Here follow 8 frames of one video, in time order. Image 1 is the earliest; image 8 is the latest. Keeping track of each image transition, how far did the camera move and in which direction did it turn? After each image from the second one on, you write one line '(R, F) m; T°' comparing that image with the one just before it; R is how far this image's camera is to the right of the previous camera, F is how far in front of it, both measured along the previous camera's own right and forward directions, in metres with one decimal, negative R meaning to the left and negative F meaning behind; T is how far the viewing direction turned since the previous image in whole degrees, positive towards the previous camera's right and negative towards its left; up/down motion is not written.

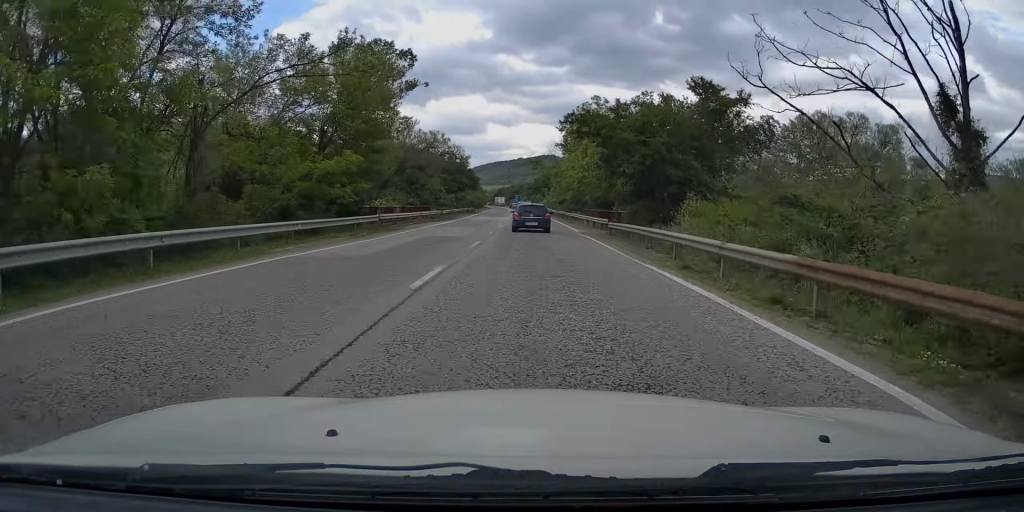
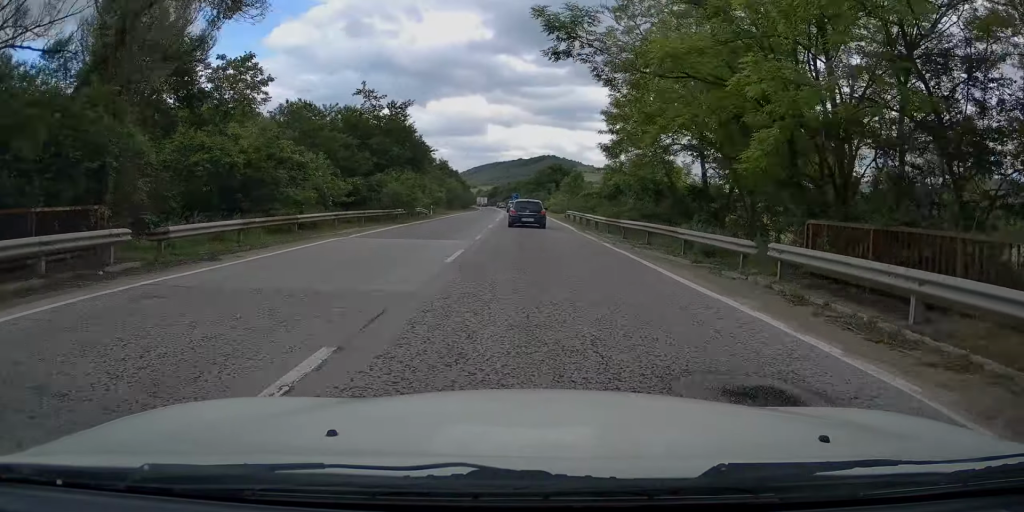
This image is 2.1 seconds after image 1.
(-0.7, +42.7) m; -1°
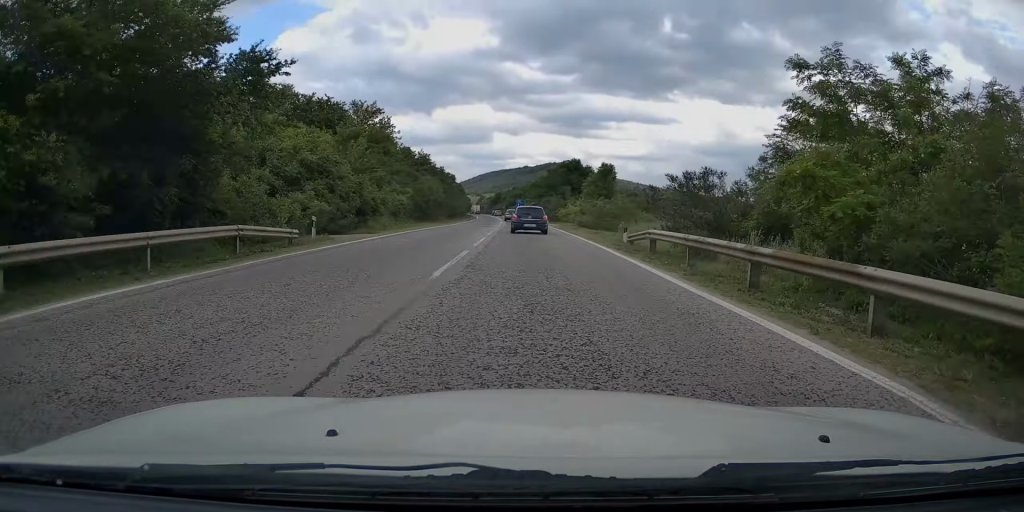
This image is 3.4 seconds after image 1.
(+0.1, +27.9) m; -1°
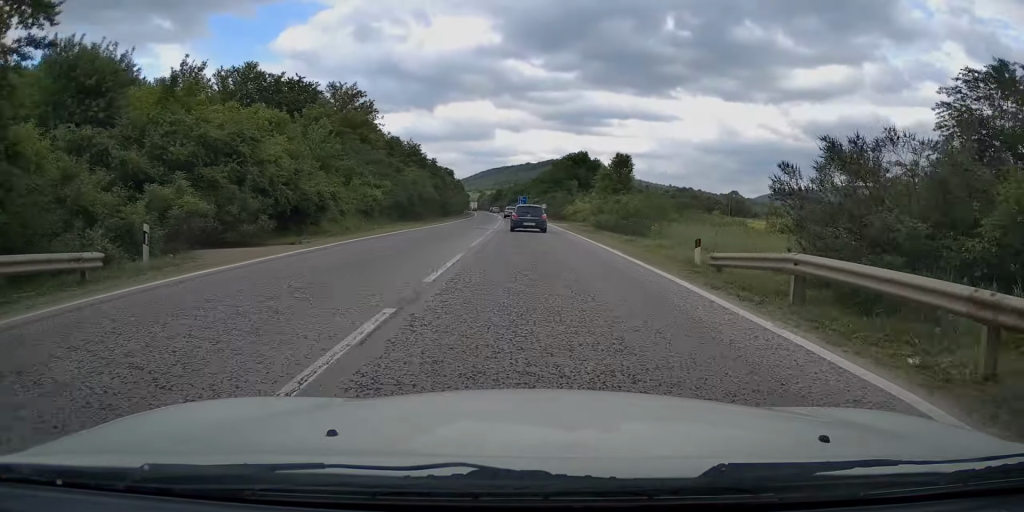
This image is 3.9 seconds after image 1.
(-0.1, +9.5) m; -1°
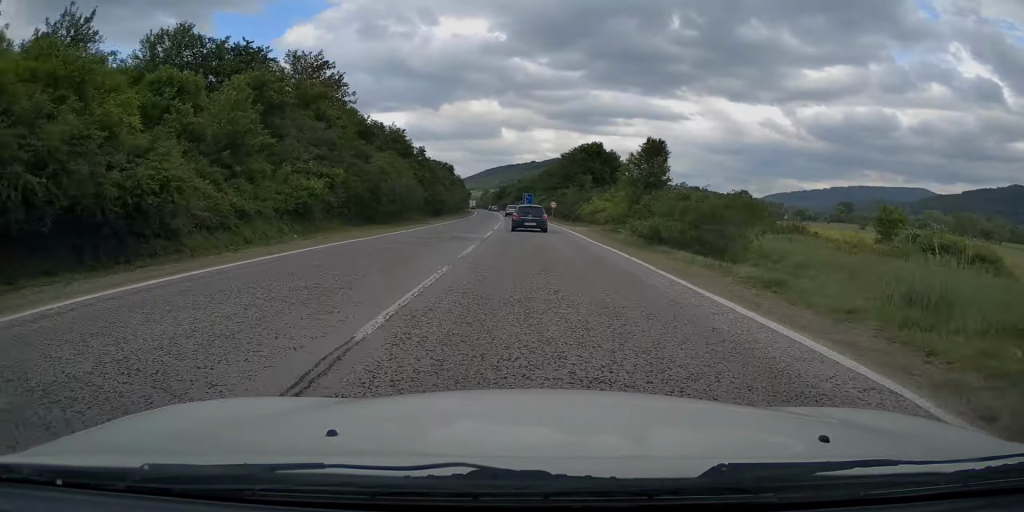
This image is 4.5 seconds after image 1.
(0.0, +12.8) m; 0°
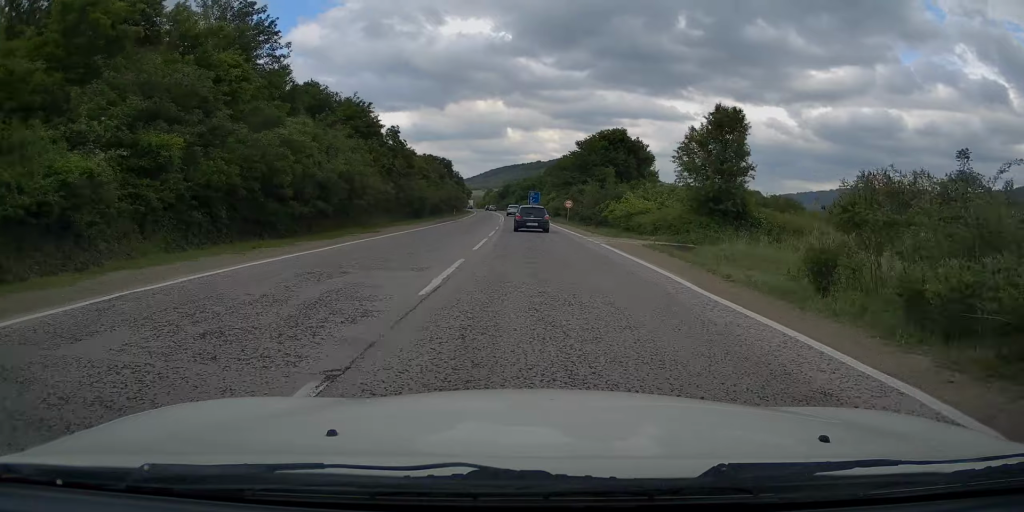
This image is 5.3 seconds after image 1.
(0.0, +16.1) m; 0°
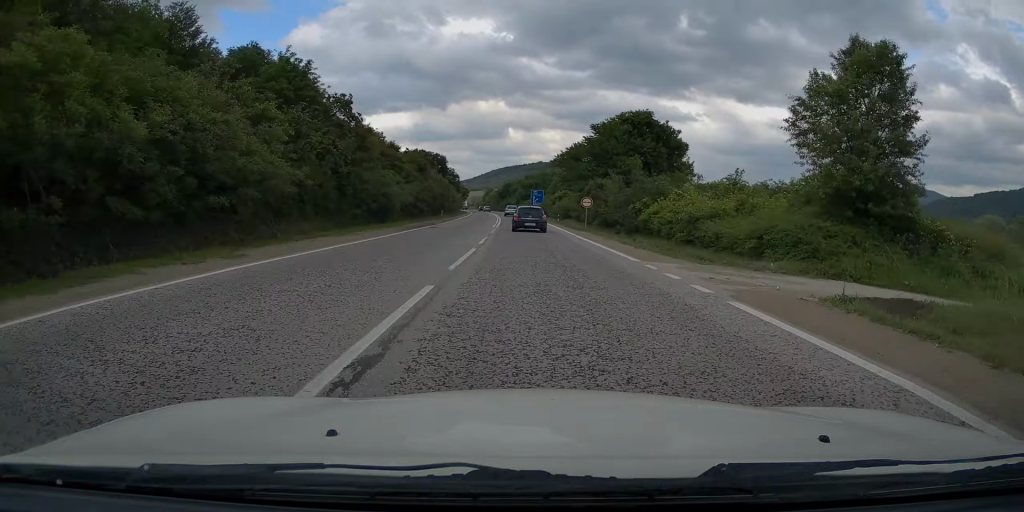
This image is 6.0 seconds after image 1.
(0.0, +14.1) m; 0°
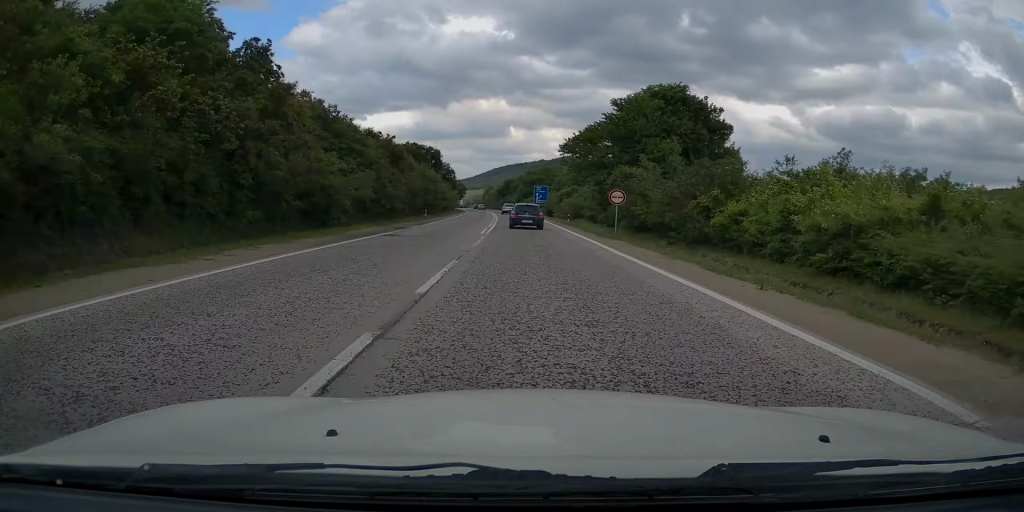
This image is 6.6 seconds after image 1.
(0.0, +12.1) m; 0°
